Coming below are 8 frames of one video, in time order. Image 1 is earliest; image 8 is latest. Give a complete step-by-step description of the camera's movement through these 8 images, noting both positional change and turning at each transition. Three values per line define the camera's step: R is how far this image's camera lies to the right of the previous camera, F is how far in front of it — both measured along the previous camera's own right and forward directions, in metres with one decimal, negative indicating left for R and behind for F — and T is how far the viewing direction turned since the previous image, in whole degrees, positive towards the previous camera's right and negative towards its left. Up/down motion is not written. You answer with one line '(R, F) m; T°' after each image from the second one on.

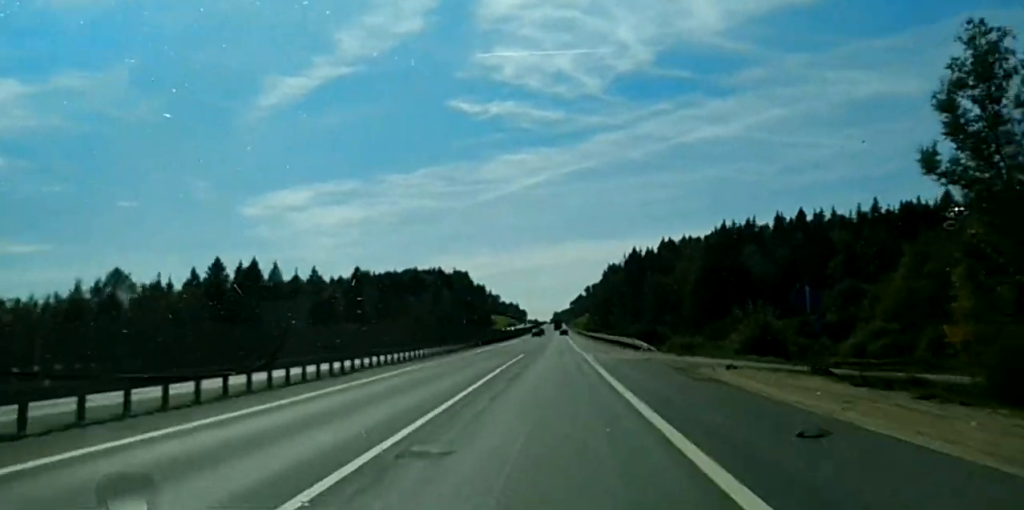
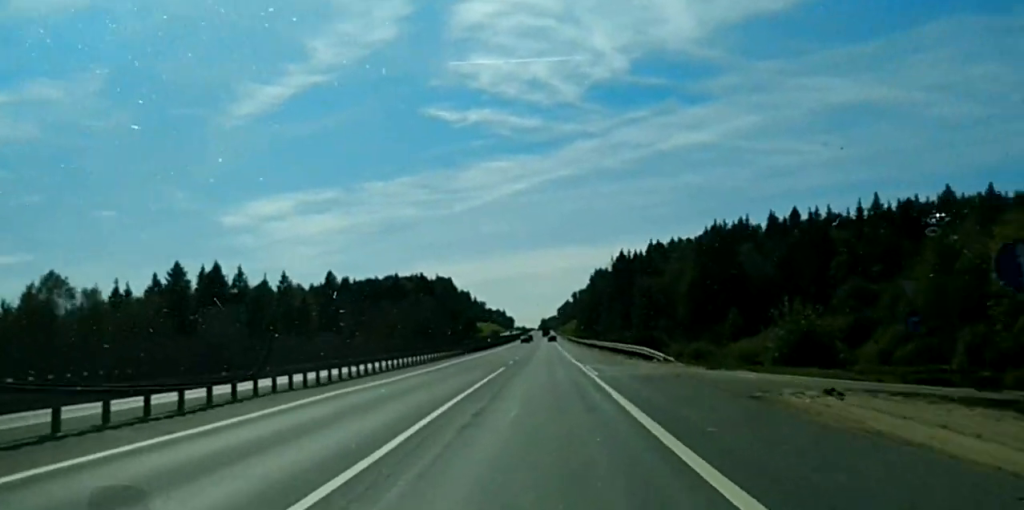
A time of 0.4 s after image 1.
(-0.1, +13.4) m; -1°
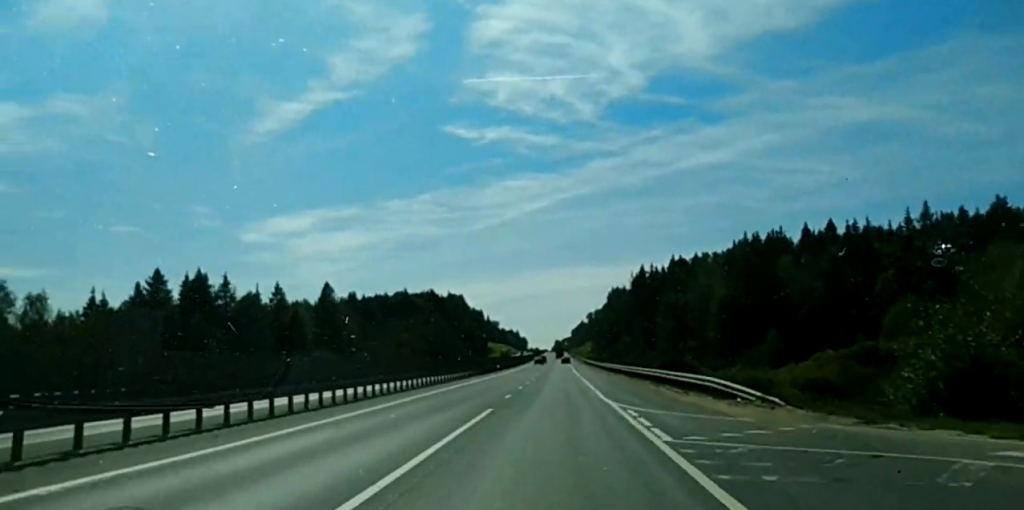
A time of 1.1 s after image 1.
(-0.1, +19.6) m; 0°
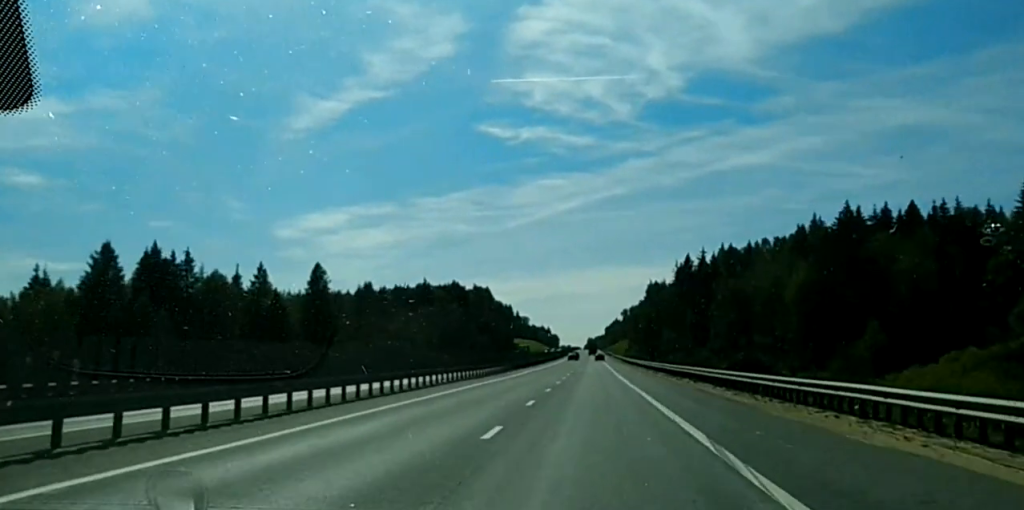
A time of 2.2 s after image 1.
(+0.1, +33.1) m; +1°
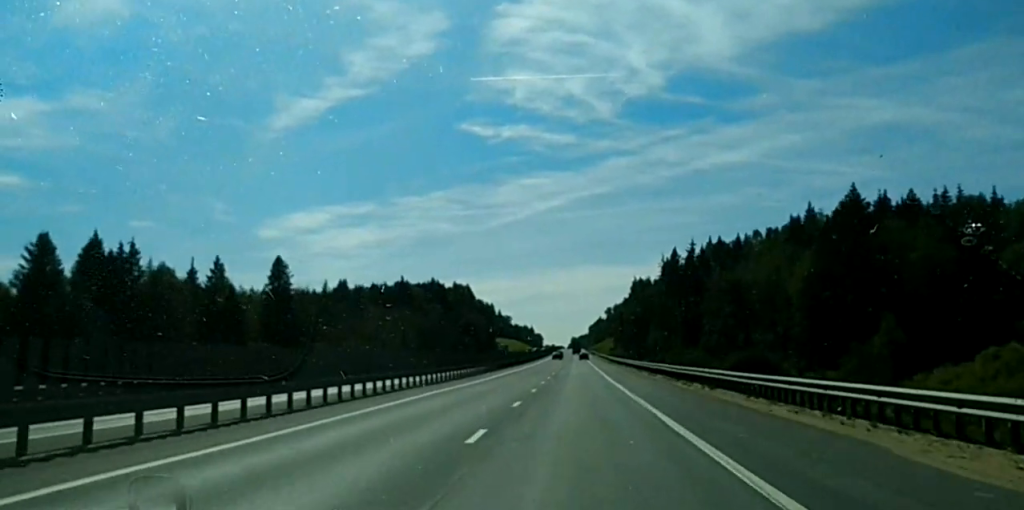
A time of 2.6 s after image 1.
(0.0, +12.3) m; 0°
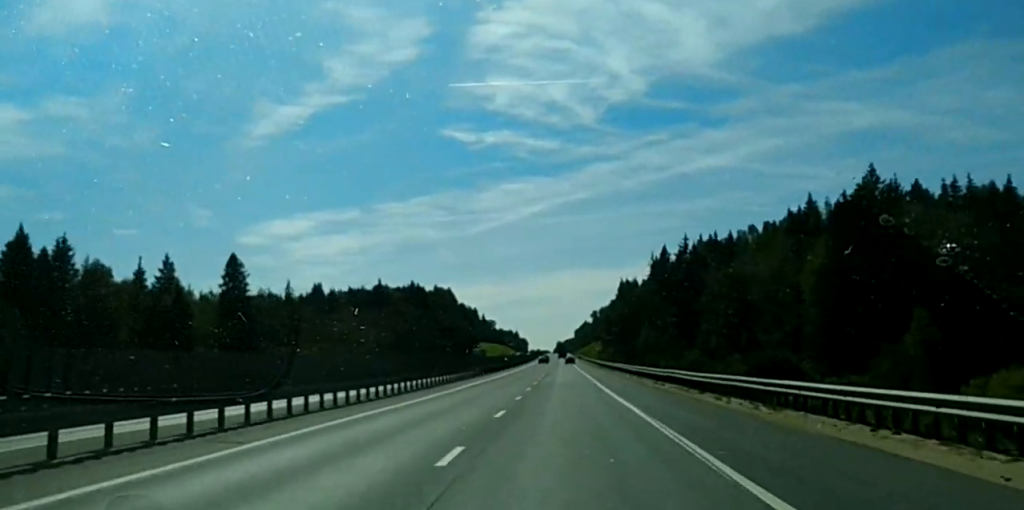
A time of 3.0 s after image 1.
(0.0, +13.5) m; +1°
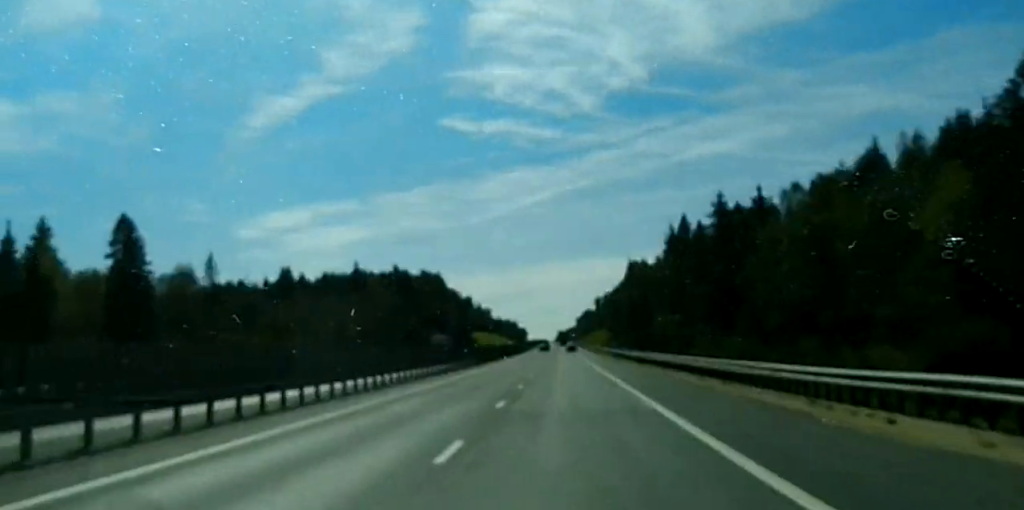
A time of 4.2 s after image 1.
(+0.5, +35.3) m; +1°
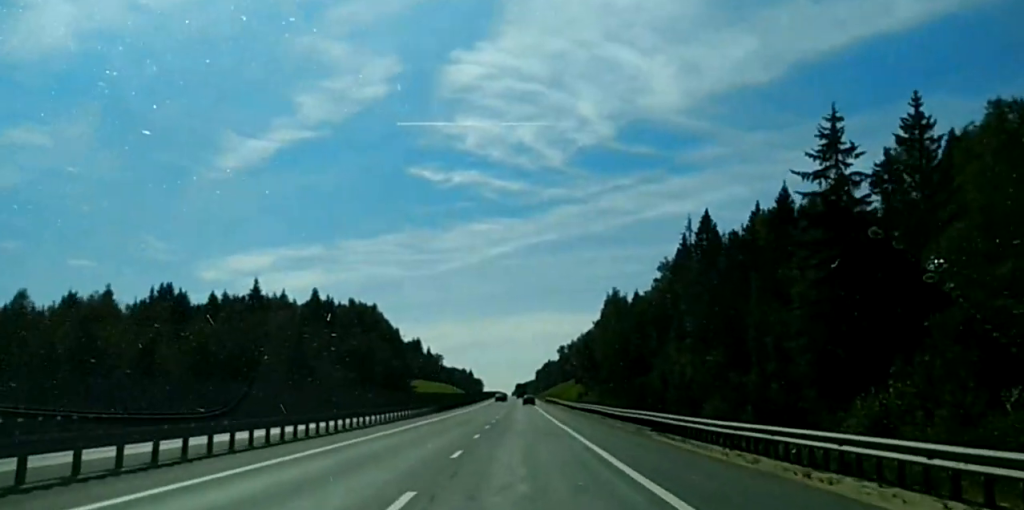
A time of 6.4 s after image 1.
(-0.6, +68.9) m; -1°
